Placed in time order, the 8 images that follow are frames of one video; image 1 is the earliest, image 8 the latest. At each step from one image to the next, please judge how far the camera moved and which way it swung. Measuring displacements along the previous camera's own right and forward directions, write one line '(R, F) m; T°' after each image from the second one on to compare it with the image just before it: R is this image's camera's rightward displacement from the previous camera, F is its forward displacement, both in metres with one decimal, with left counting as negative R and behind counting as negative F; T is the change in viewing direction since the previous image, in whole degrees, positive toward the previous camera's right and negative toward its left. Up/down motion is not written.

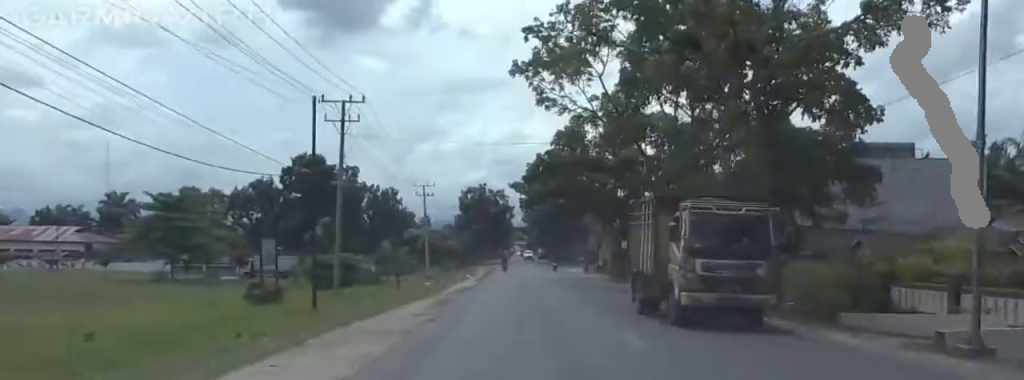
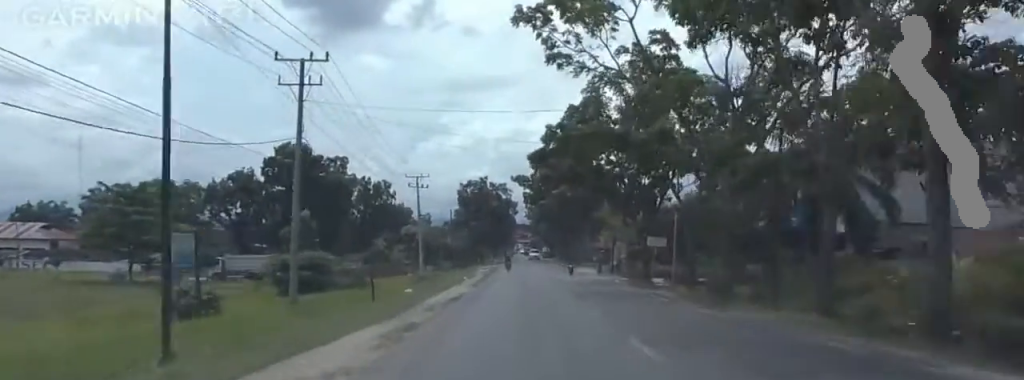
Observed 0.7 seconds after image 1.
(-0.3, +10.1) m; -2°
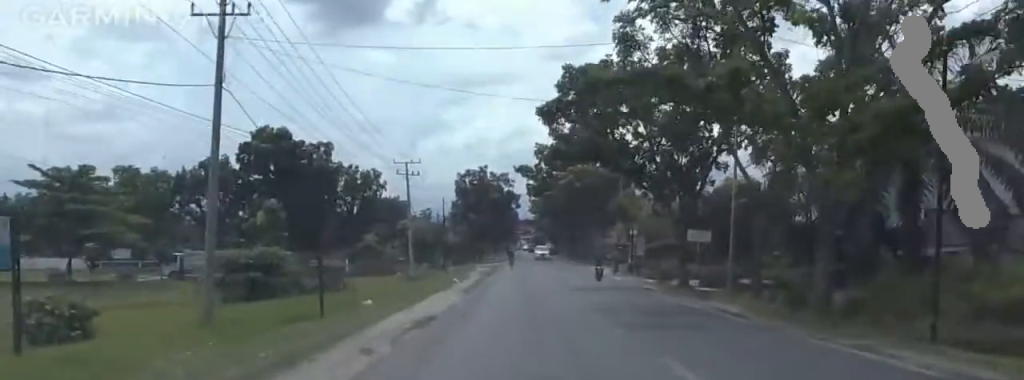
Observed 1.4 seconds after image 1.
(0.0, +10.8) m; 0°
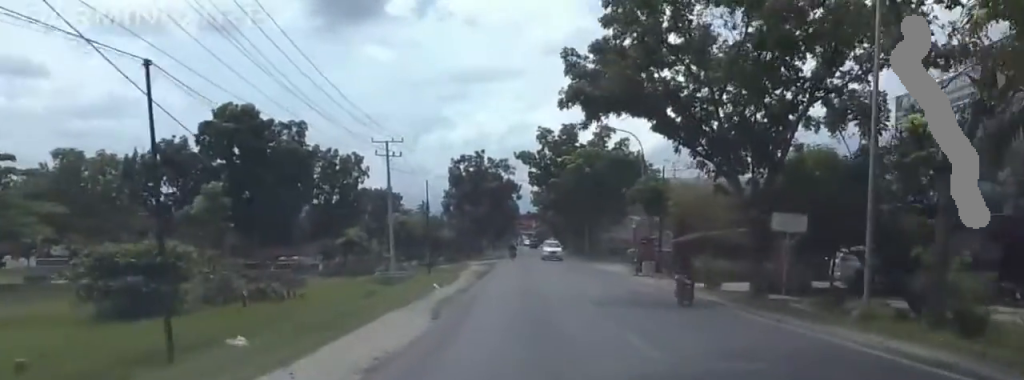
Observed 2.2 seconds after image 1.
(0.0, +12.6) m; 0°
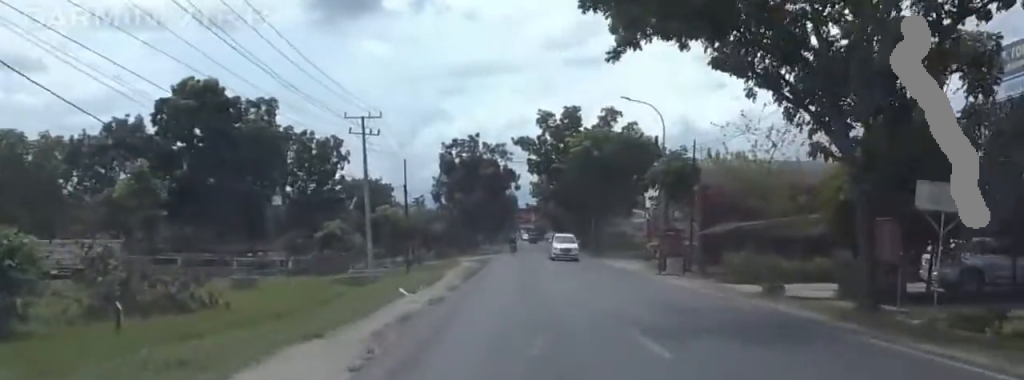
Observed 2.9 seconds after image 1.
(0.0, +9.6) m; 0°
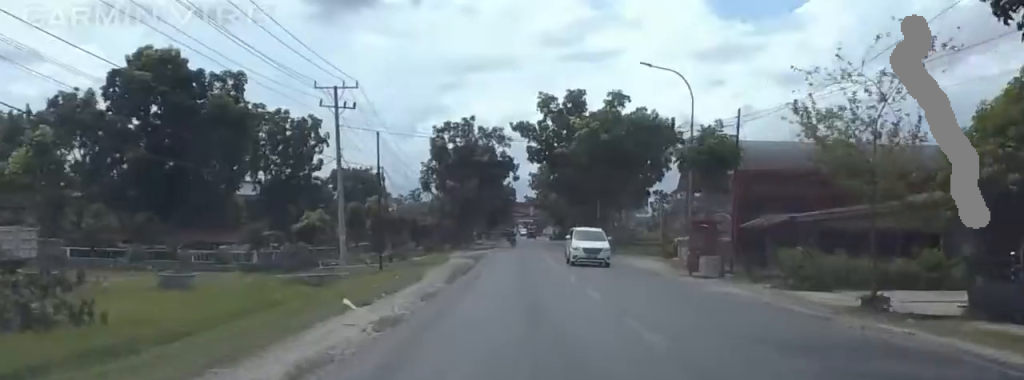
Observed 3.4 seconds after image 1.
(0.0, +8.4) m; 0°
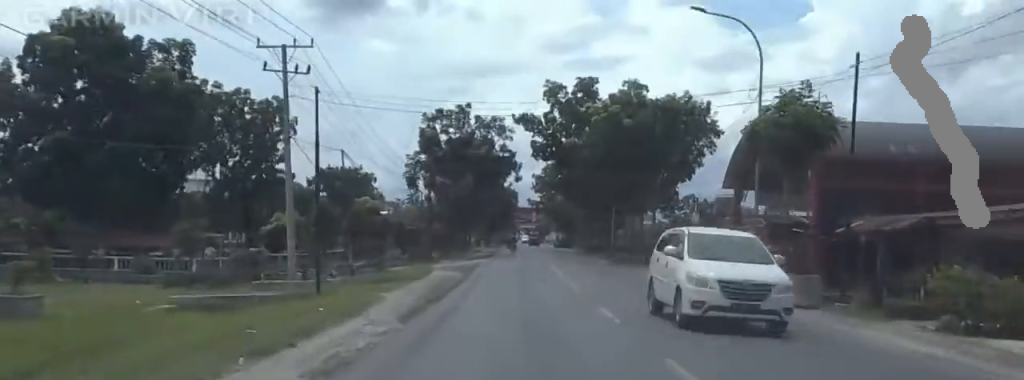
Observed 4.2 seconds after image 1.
(0.0, +11.3) m; -3°
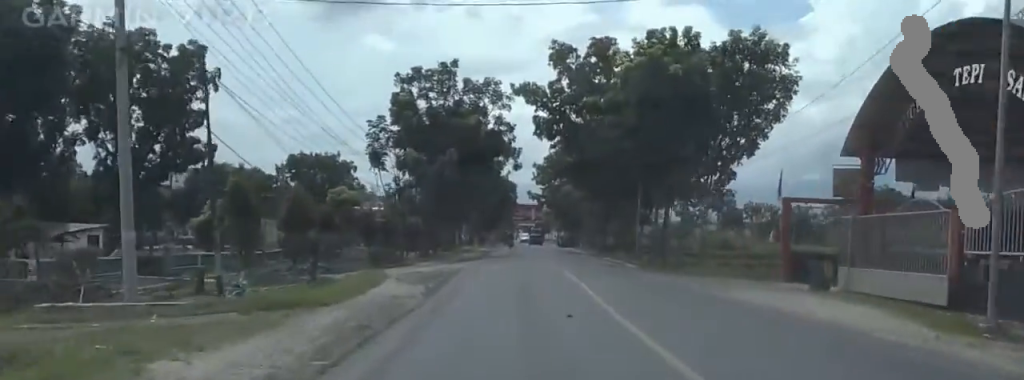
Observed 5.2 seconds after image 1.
(-0.8, +15.1) m; +3°
